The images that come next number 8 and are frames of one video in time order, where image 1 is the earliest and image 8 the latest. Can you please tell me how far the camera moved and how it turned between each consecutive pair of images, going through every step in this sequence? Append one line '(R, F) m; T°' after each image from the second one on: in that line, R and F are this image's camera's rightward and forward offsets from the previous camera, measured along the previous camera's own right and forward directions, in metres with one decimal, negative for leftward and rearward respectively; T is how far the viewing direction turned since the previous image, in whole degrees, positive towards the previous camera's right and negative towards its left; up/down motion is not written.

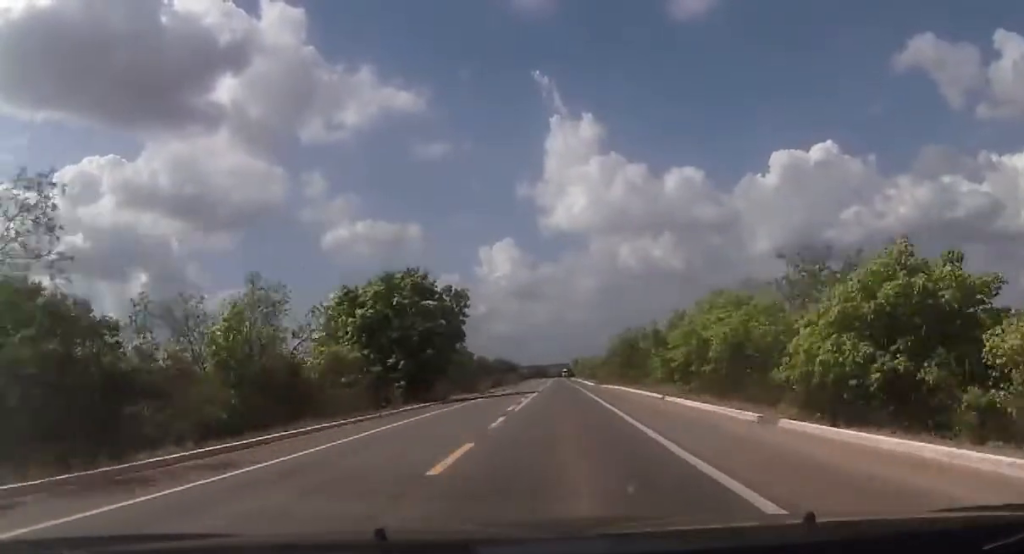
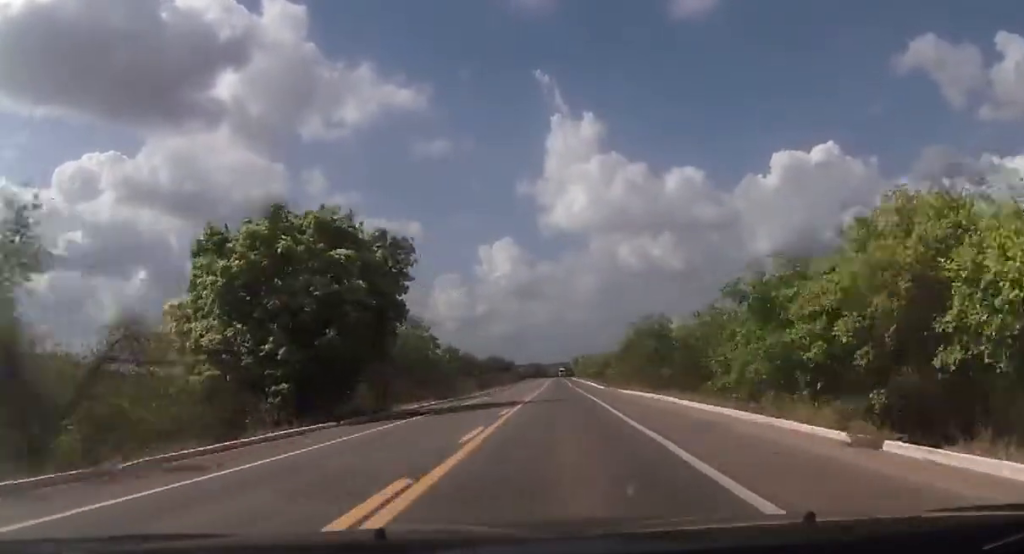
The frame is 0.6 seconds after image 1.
(+0.1, +20.8) m; 0°
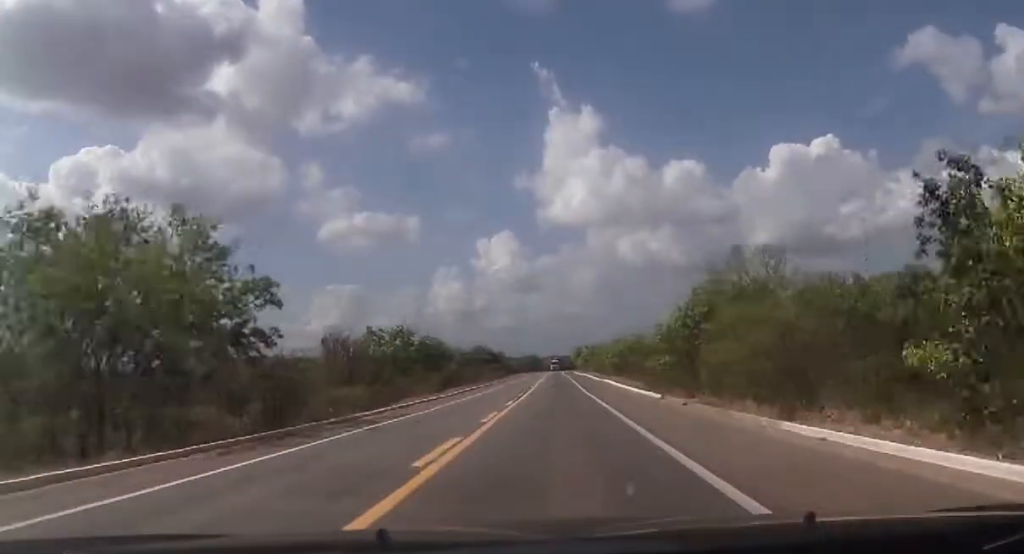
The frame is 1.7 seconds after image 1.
(0.0, +38.1) m; 0°
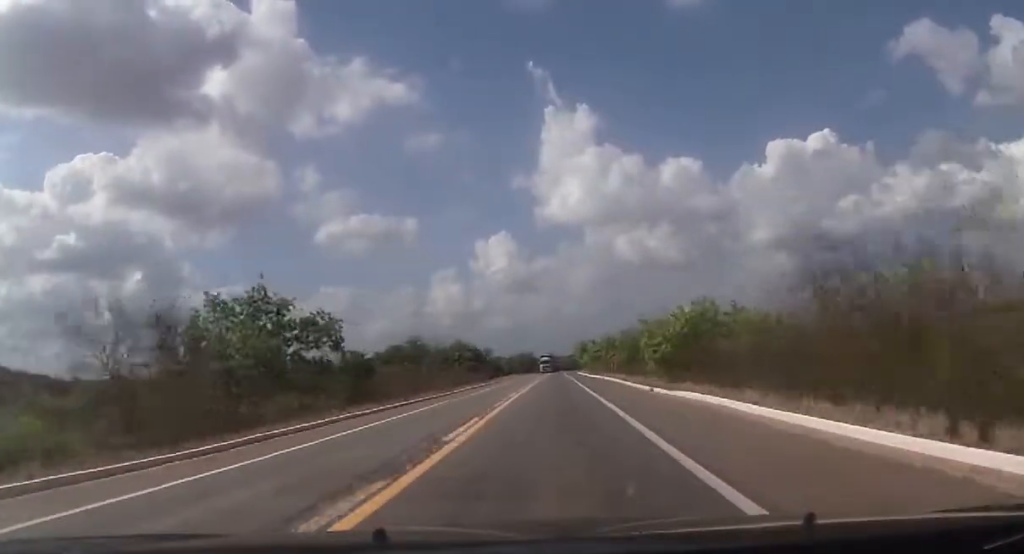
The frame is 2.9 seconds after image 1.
(-0.1, +41.2) m; 0°
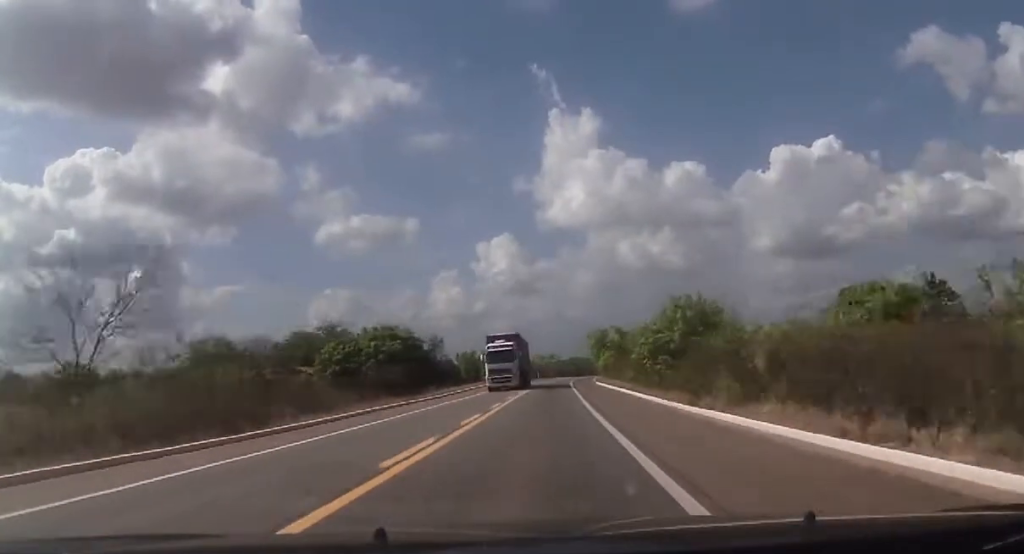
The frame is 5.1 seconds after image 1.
(+0.2, +73.6) m; 0°
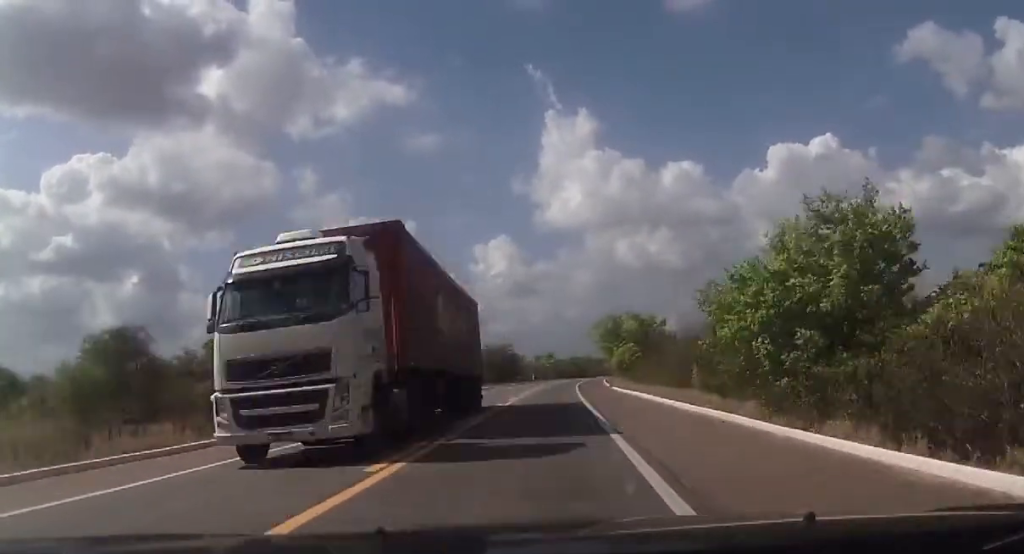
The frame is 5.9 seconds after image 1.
(-0.2, +26.2) m; 0°
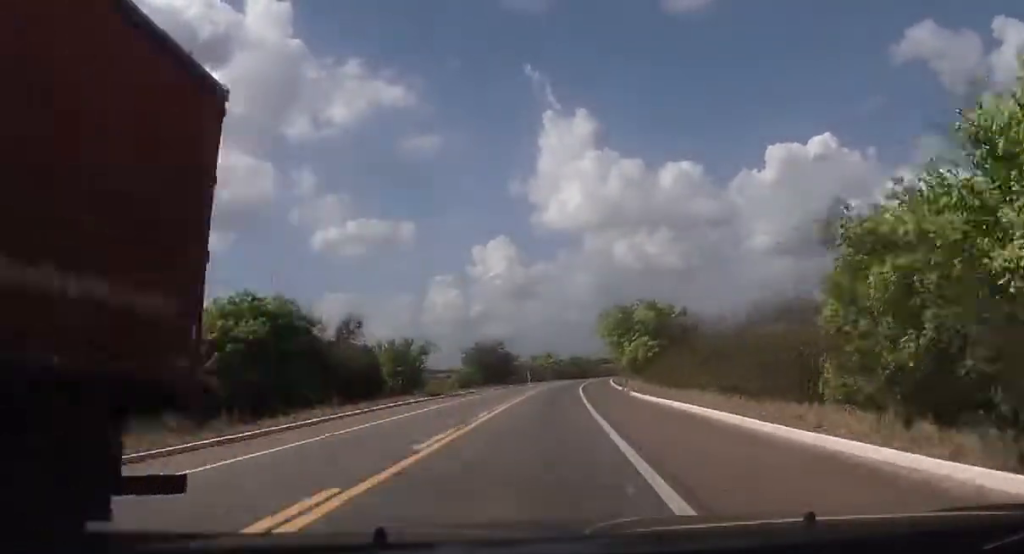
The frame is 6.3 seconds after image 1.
(-0.2, +14.1) m; 0°
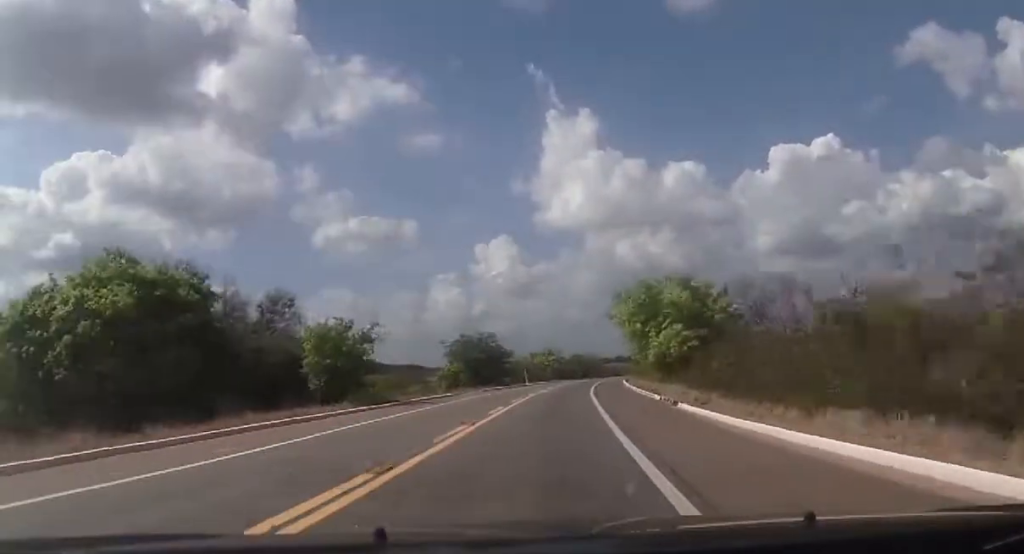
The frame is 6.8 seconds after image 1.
(+0.3, +16.2) m; 0°
